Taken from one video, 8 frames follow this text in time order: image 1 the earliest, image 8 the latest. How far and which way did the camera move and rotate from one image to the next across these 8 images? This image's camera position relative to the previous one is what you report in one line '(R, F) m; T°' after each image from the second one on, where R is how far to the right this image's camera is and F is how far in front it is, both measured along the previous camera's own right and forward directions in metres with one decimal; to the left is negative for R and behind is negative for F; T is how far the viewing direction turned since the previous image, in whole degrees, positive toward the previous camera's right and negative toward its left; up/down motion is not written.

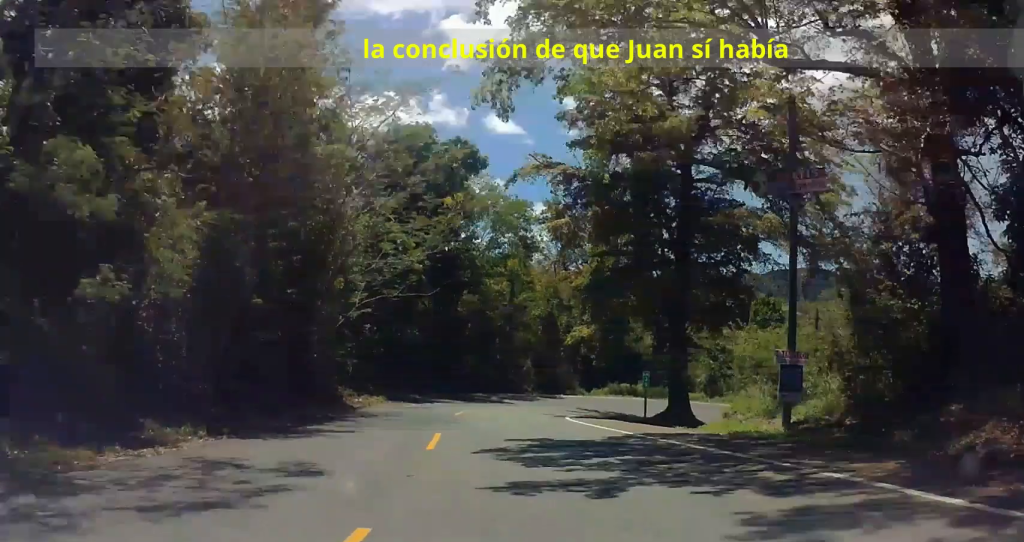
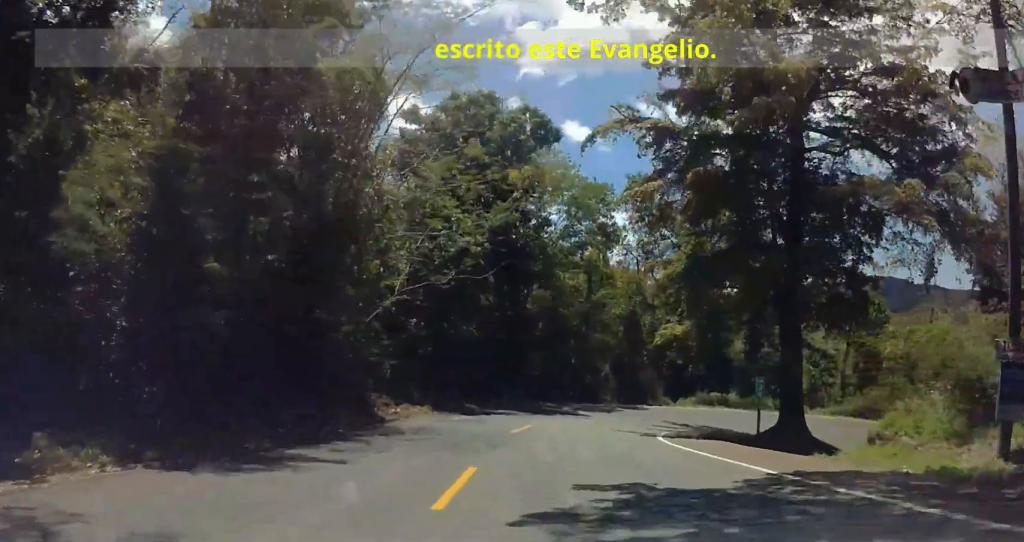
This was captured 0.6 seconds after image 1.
(-0.2, +5.8) m; -10°
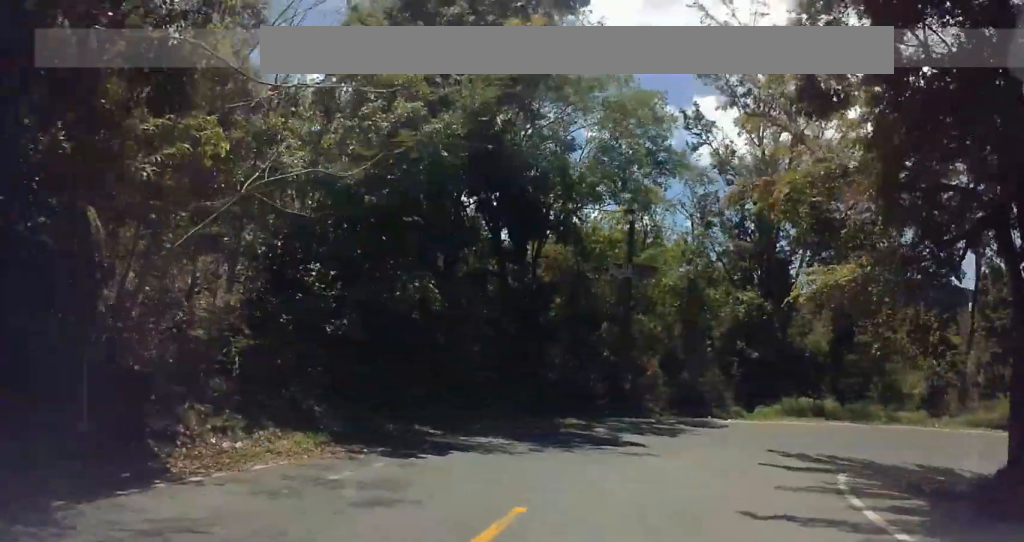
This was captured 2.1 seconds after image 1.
(-2.3, +15.0) m; -7°
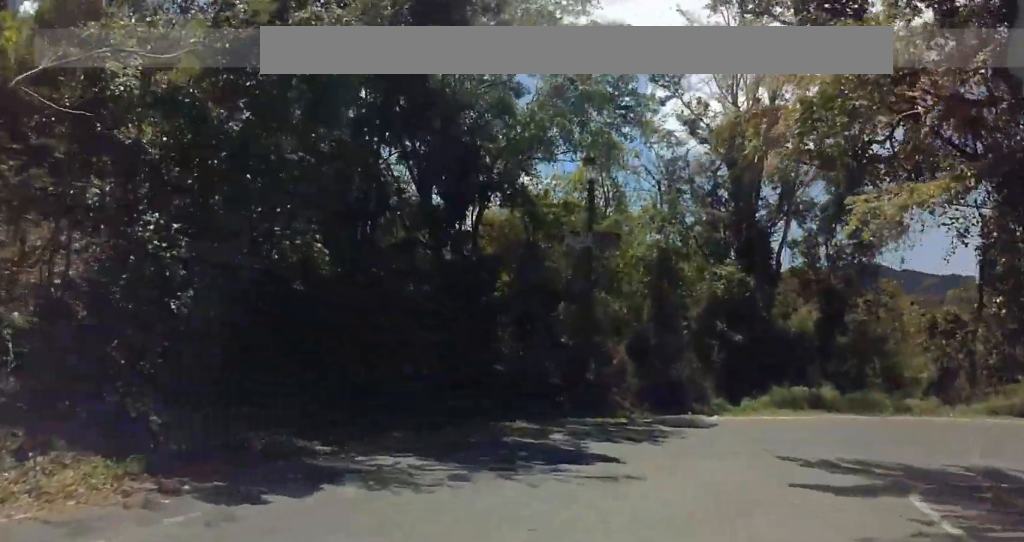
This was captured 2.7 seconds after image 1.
(+0.1, +5.6) m; +1°
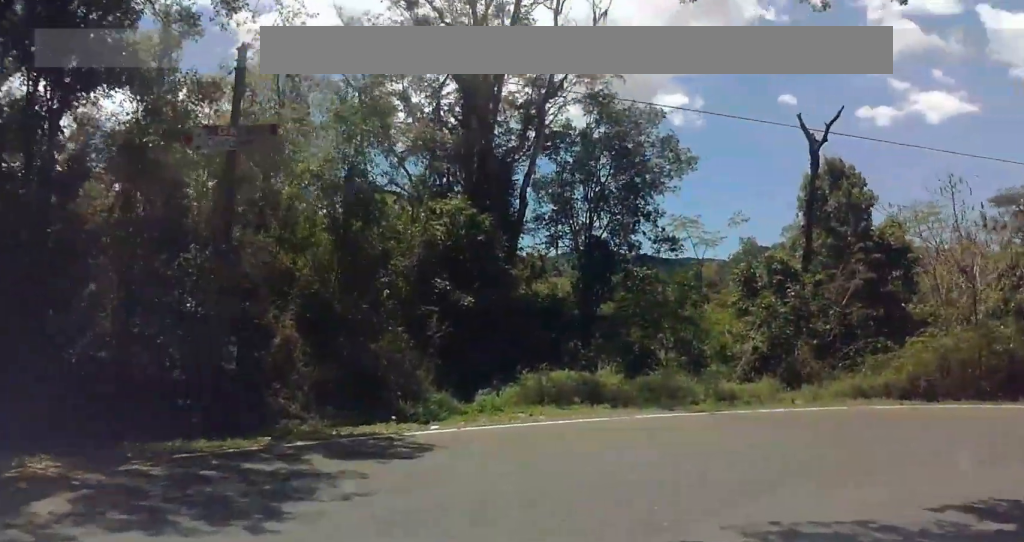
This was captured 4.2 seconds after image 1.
(+0.2, +11.3) m; +2°
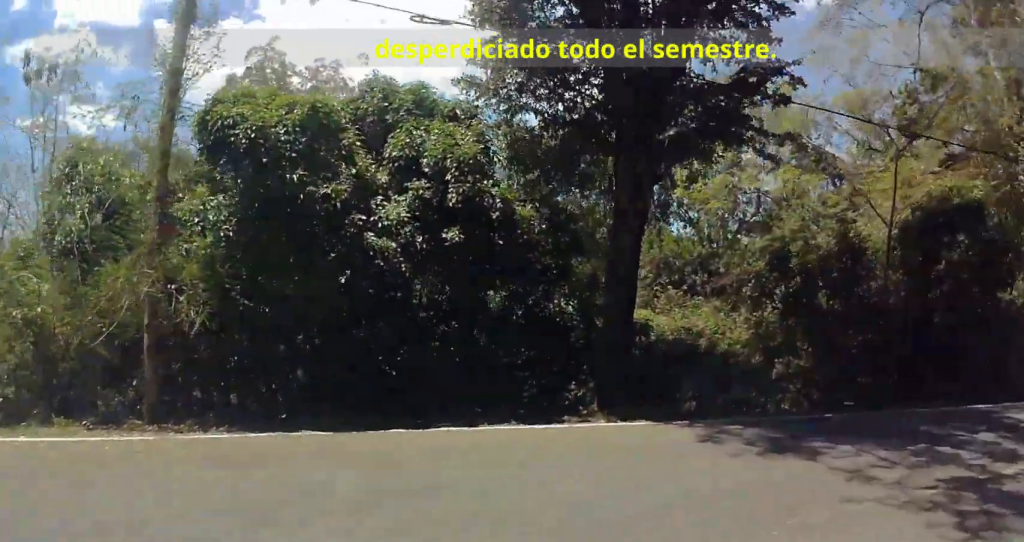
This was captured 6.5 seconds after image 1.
(+1.8, +11.1) m; +56°
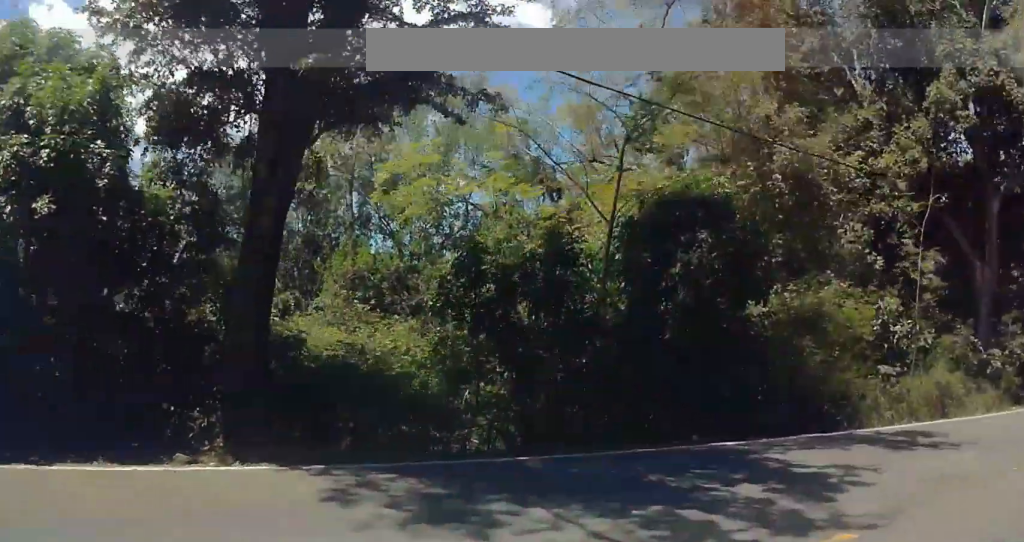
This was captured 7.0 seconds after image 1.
(+1.0, +2.9) m; +17°
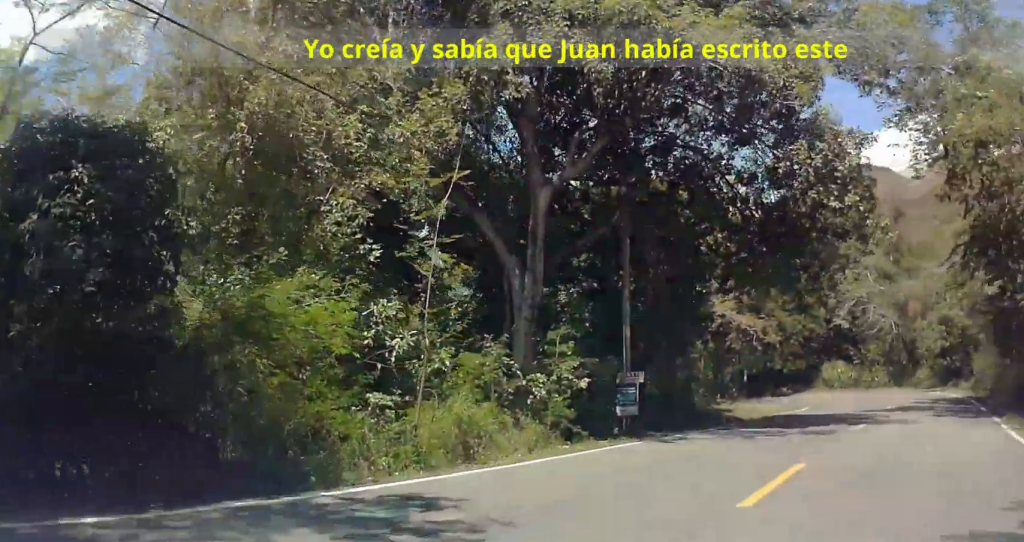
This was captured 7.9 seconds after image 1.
(+1.1, +4.5) m; +23°
